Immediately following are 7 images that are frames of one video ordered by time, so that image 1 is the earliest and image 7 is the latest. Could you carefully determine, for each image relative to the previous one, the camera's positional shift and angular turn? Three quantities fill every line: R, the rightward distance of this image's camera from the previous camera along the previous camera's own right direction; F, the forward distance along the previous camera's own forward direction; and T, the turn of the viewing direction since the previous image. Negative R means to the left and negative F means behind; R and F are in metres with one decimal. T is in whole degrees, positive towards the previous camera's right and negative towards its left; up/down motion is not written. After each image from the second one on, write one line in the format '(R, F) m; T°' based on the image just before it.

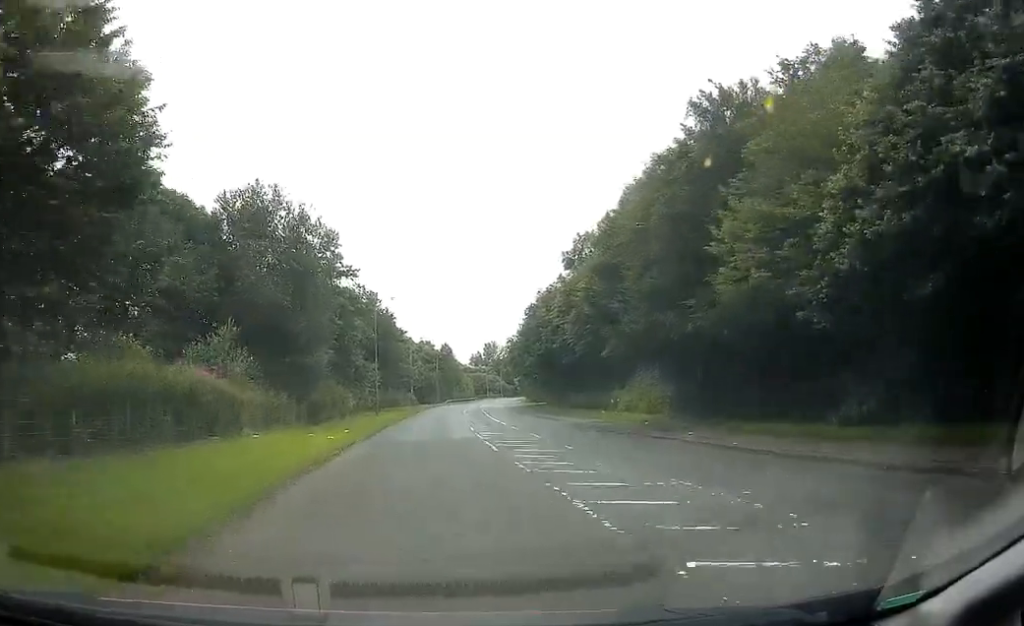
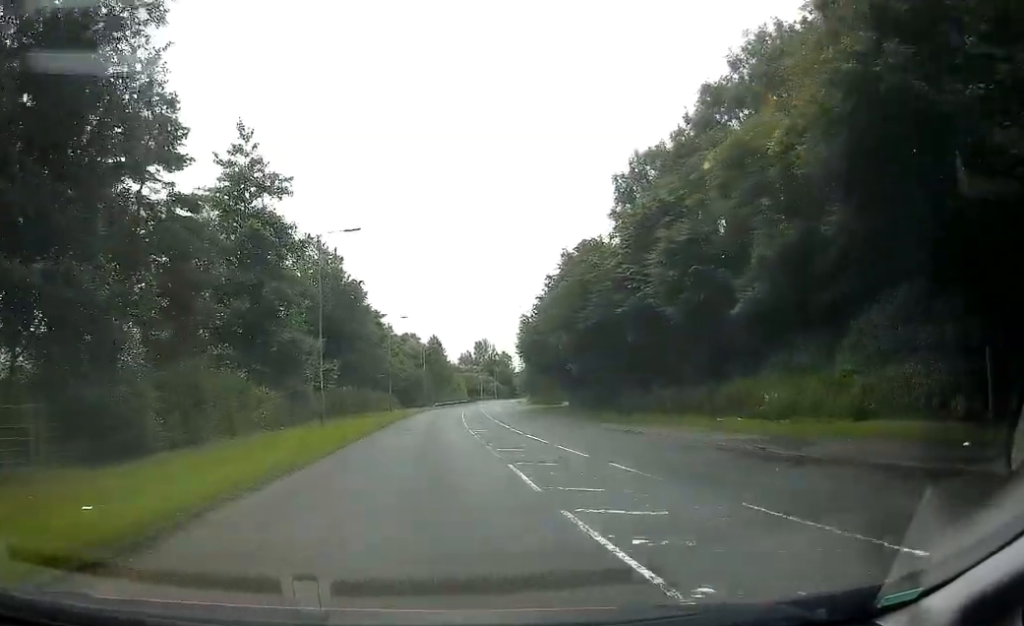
(+0.1, +21.3) m; 0°
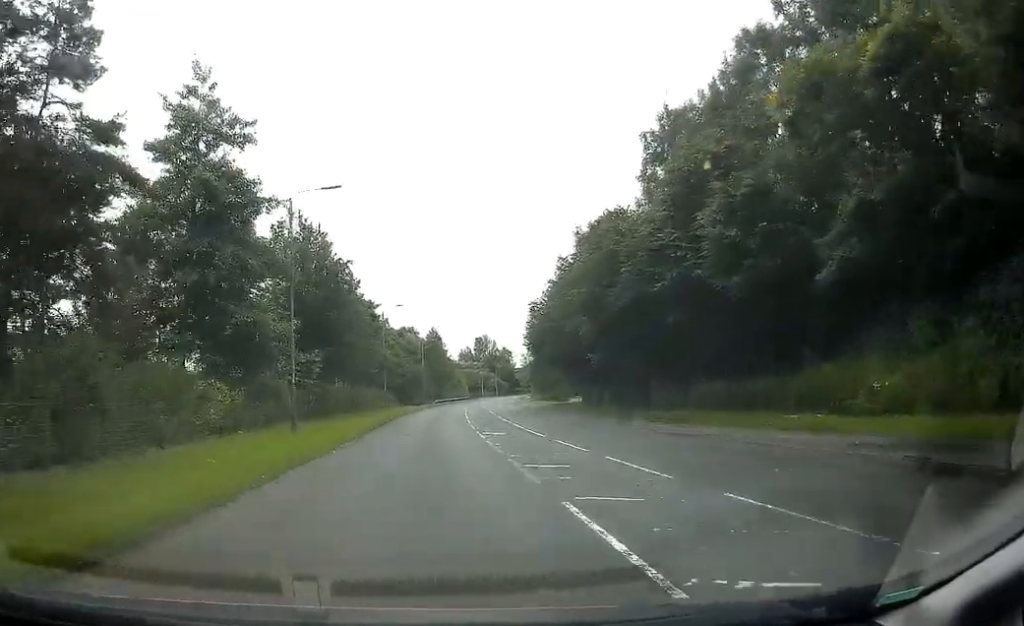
(0.0, +5.7) m; 0°
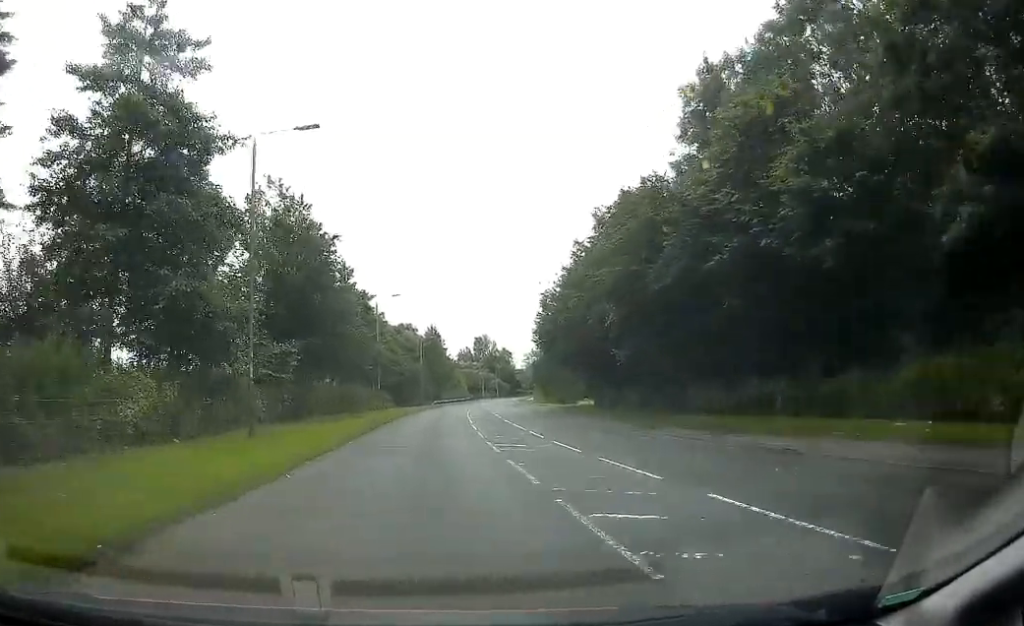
(0.0, +5.7) m; 0°
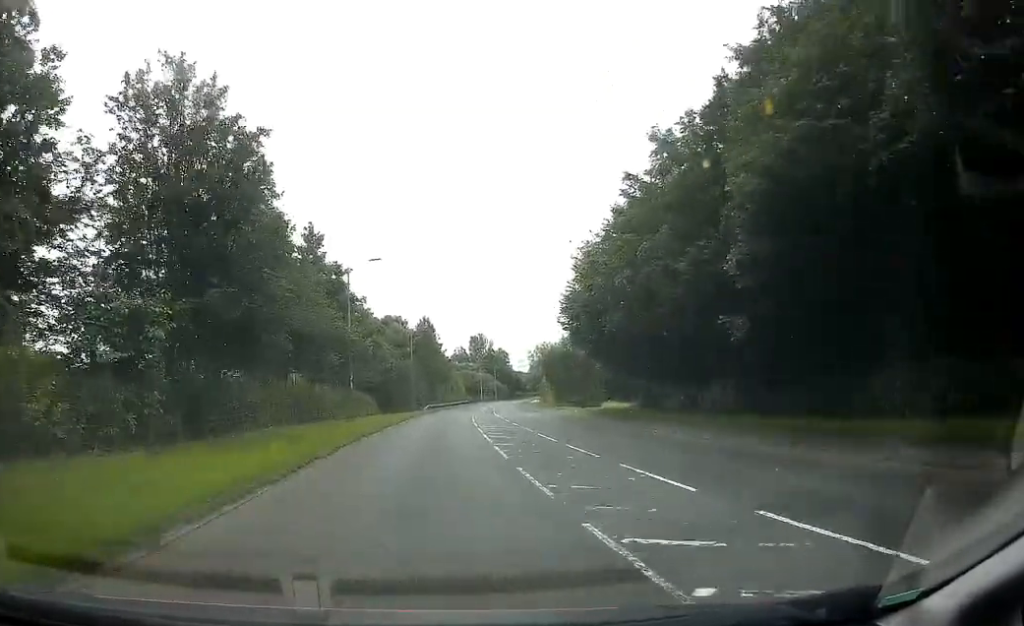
(+0.1, +14.0) m; +1°
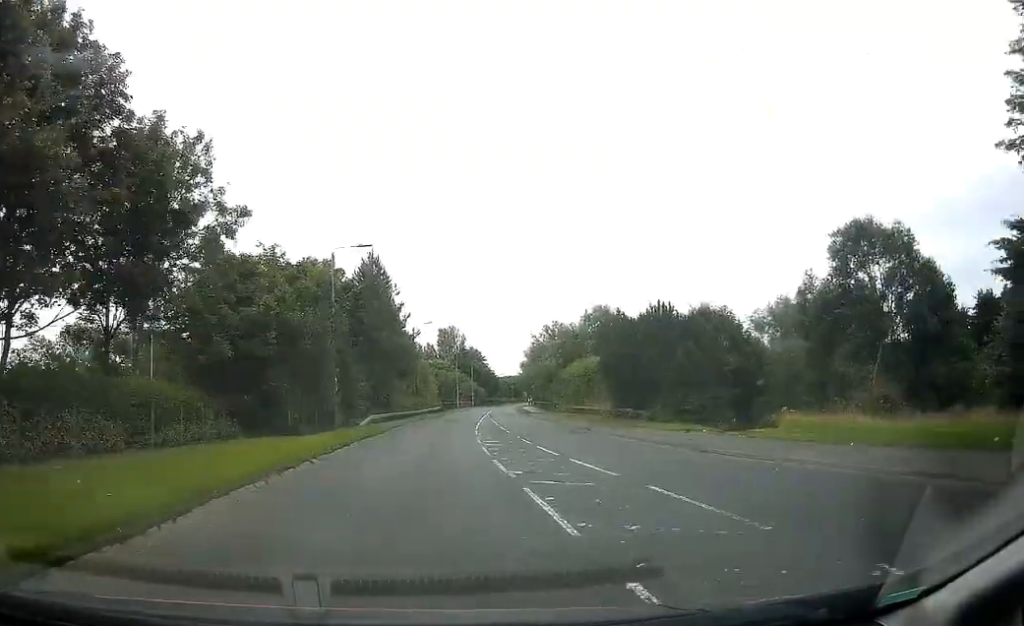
(+1.2, +37.8) m; +3°
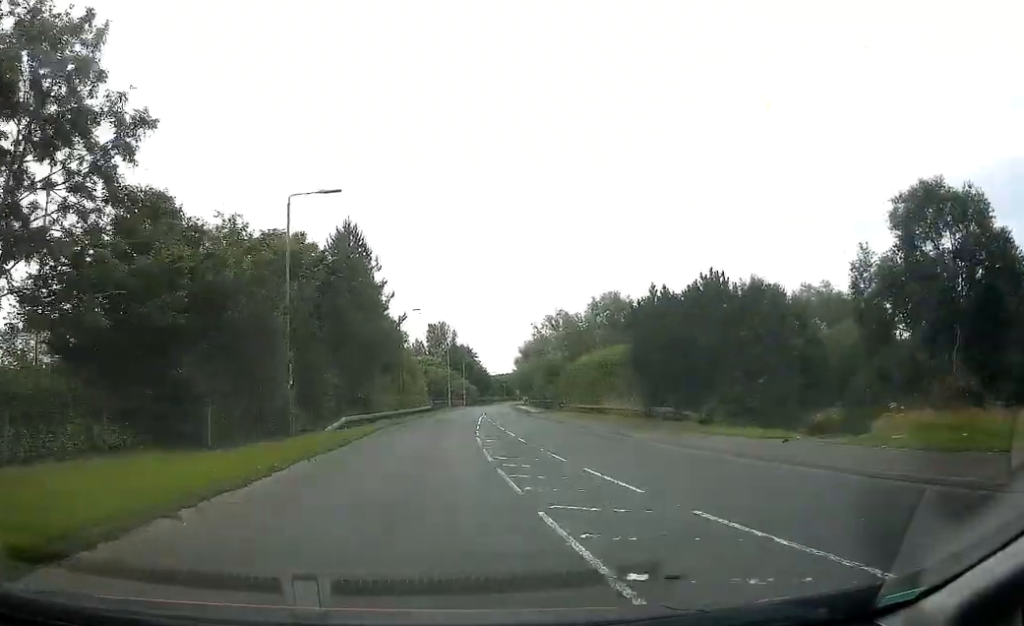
(0.0, +8.2) m; 0°
